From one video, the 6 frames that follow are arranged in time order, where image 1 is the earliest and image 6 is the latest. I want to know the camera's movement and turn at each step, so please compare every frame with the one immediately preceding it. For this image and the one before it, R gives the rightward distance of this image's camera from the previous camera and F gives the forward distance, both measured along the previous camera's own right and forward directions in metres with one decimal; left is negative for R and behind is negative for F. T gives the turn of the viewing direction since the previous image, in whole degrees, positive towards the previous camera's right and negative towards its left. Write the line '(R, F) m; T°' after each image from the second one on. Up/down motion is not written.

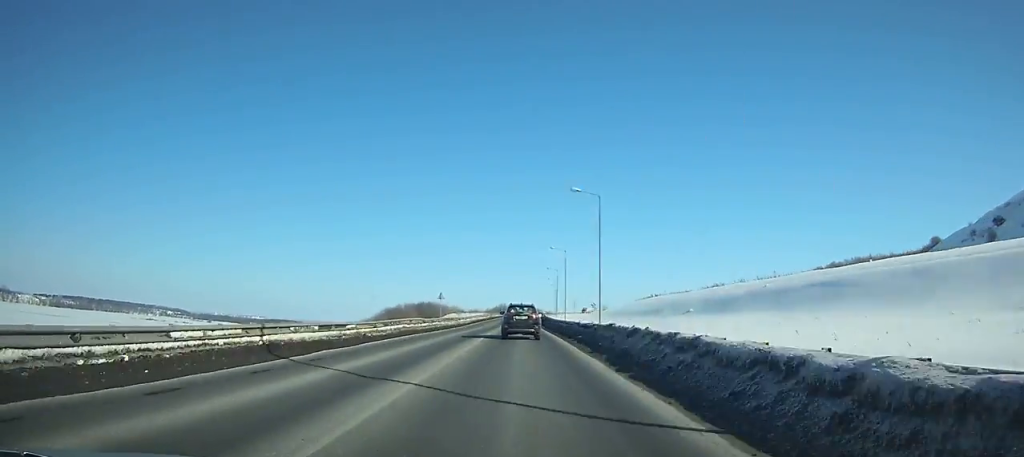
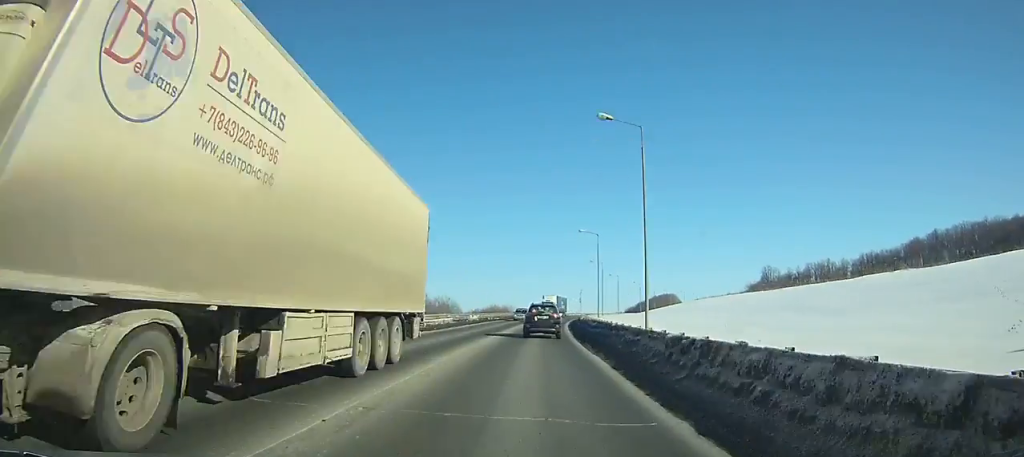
(+3.0, +175.2) m; +4°
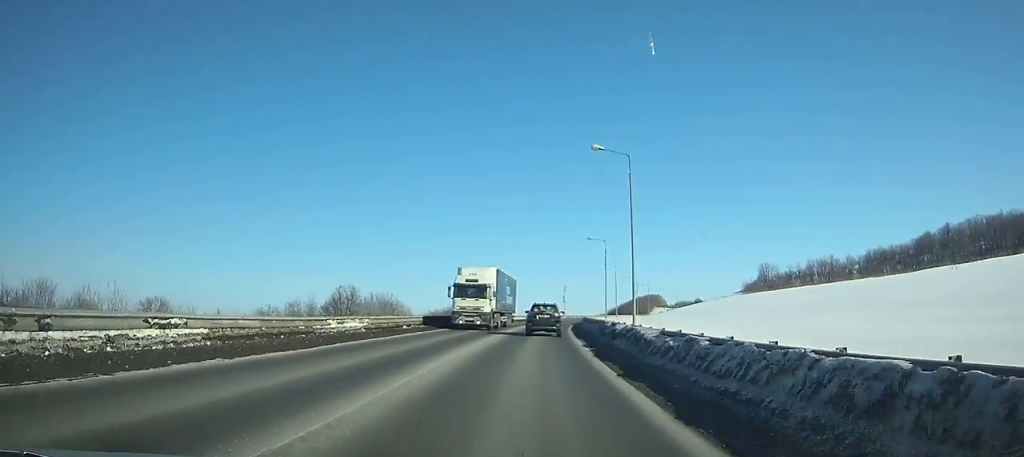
(+0.2, +35.7) m; +2°
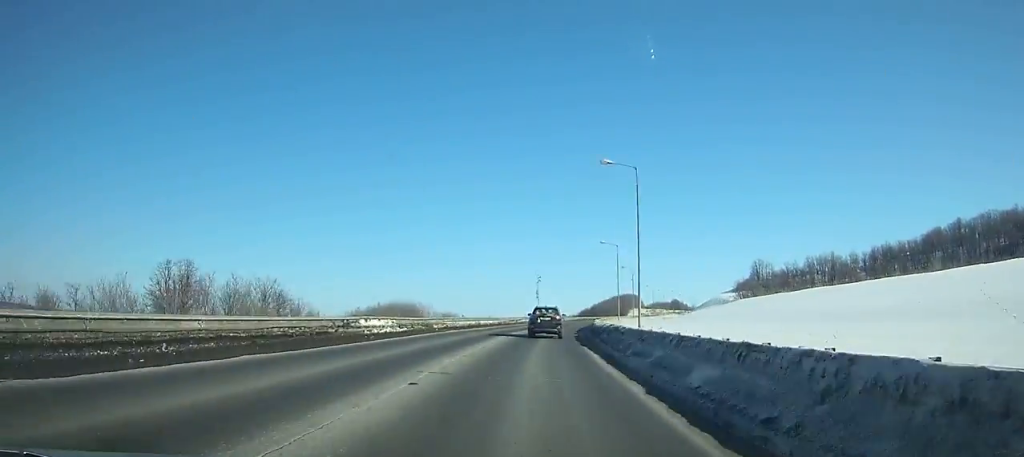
(+1.3, +37.5) m; +4°
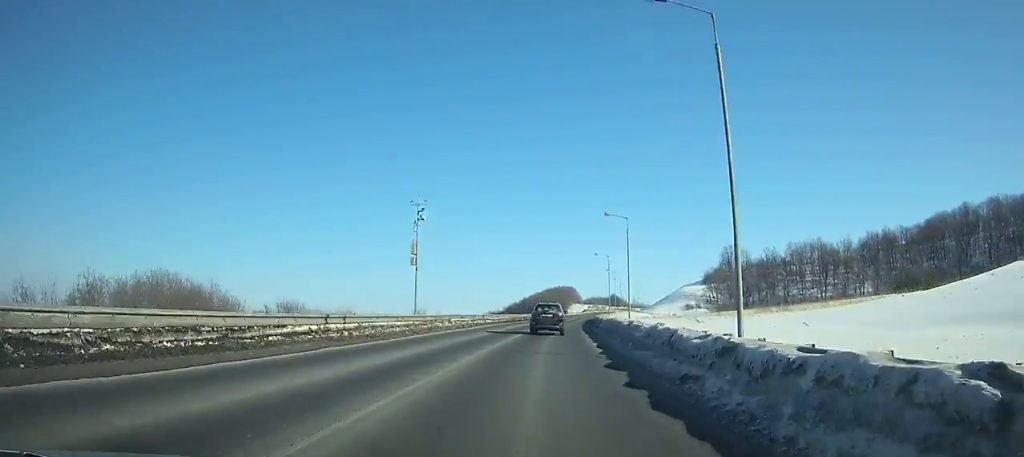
(+3.1, +57.9) m; +6°
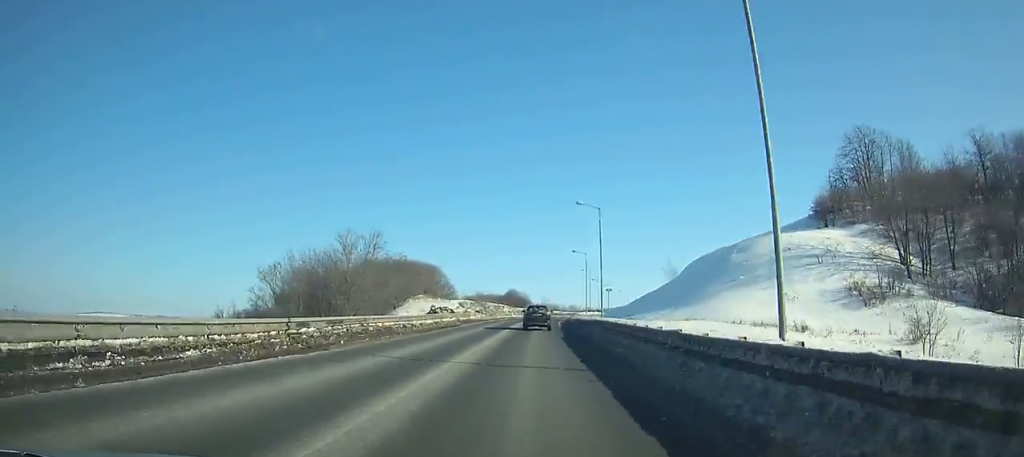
(+19.1, +161.0) m; +11°
